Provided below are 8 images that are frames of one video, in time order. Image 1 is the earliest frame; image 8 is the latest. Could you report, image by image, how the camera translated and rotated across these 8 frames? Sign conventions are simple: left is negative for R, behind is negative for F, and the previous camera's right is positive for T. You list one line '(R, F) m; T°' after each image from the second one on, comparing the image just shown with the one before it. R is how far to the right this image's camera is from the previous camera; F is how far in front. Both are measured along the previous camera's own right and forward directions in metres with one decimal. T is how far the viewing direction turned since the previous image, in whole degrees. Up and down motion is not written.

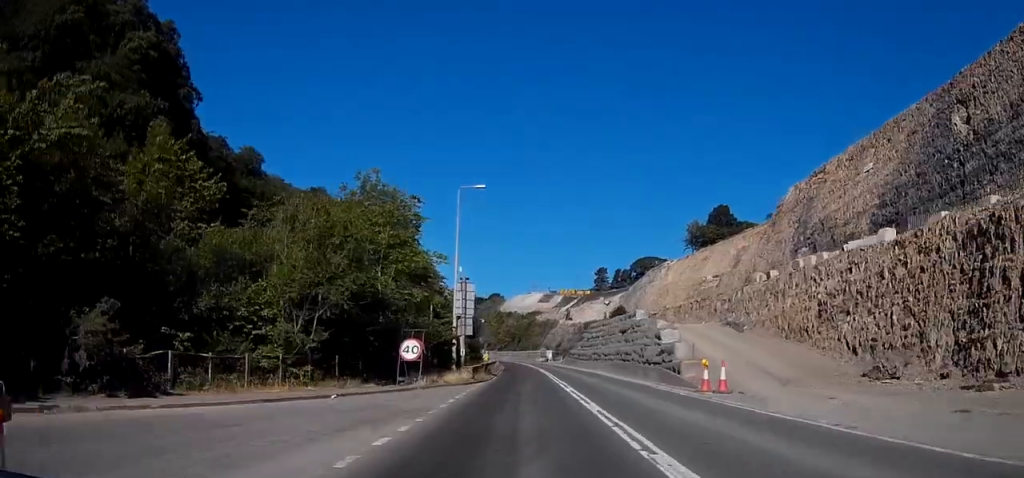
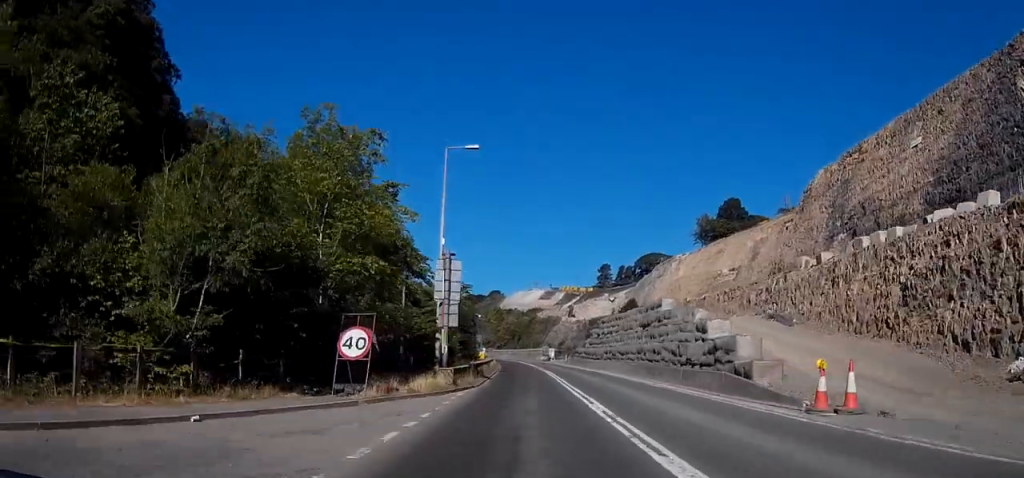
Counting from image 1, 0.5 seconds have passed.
(0.0, +9.2) m; 0°
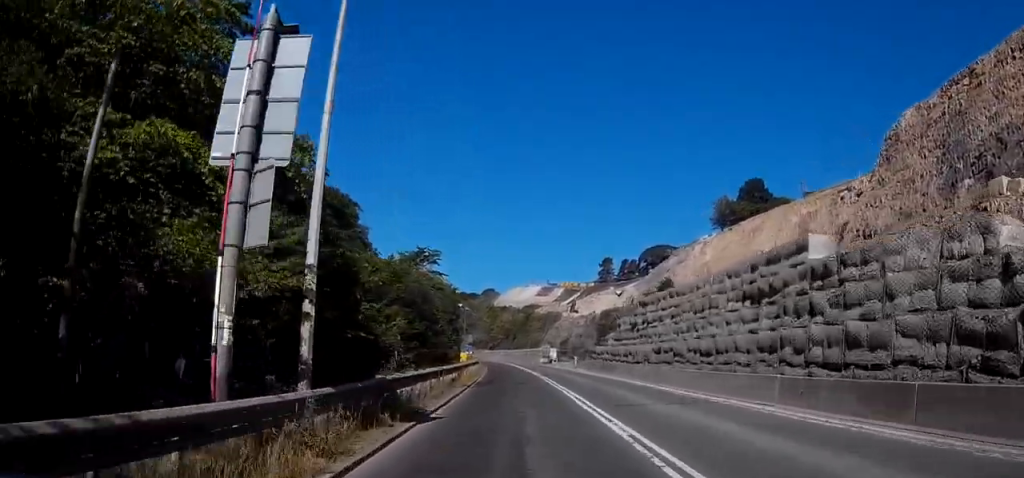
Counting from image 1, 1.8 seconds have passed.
(0.0, +22.5) m; -1°
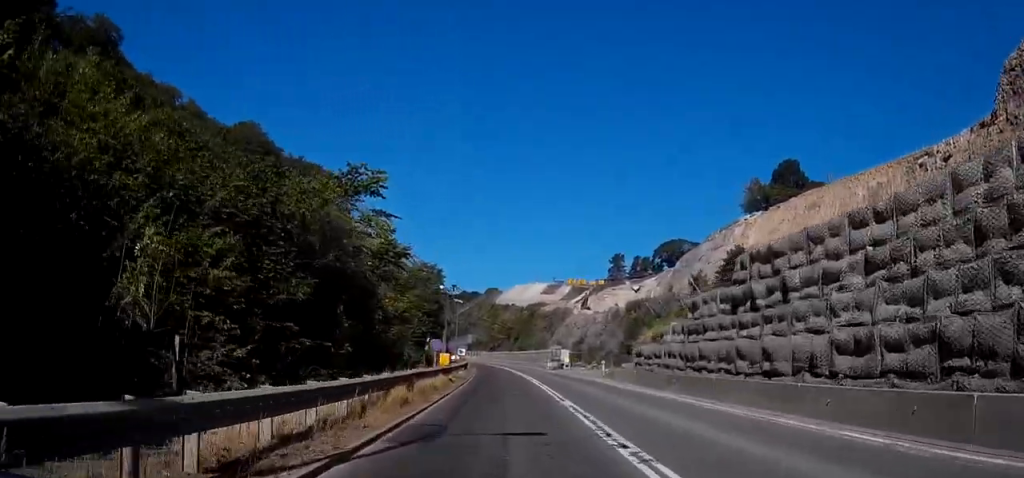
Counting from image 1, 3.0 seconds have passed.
(-0.1, +19.7) m; -1°
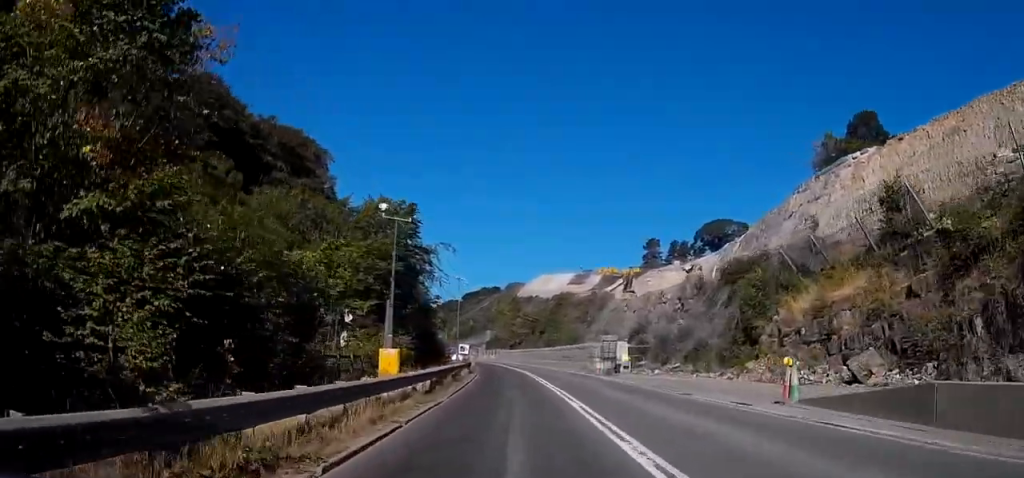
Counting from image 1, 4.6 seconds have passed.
(-0.3, +28.4) m; -1°
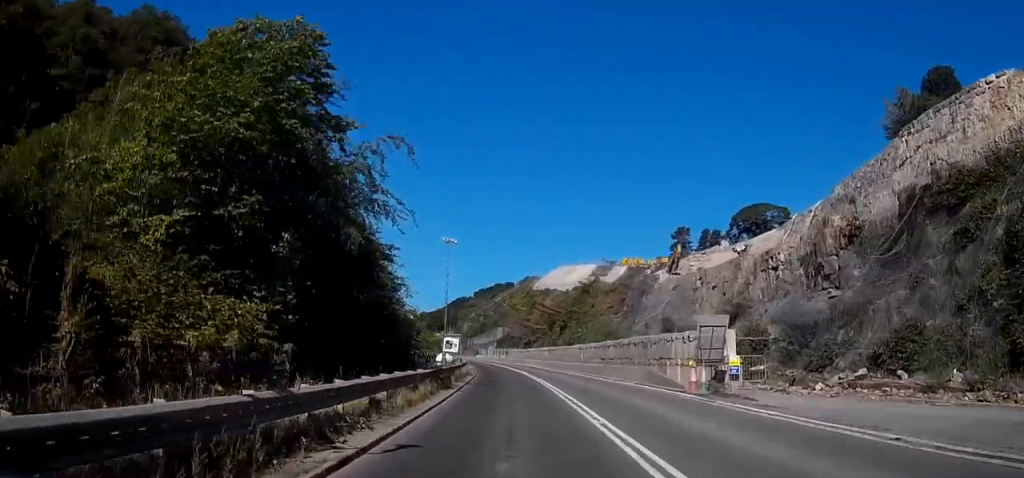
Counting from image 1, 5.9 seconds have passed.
(0.0, +22.2) m; -1°
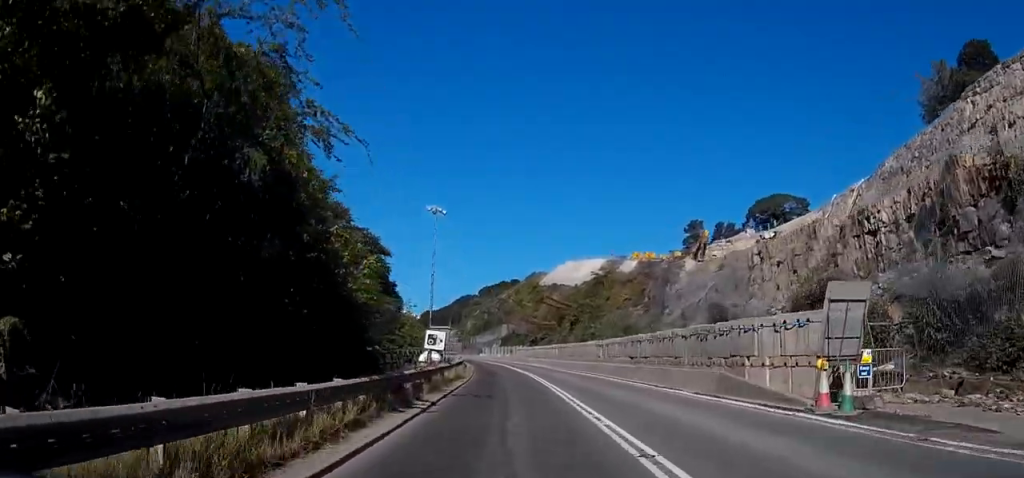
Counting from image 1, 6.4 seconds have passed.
(-0.1, +10.0) m; 0°
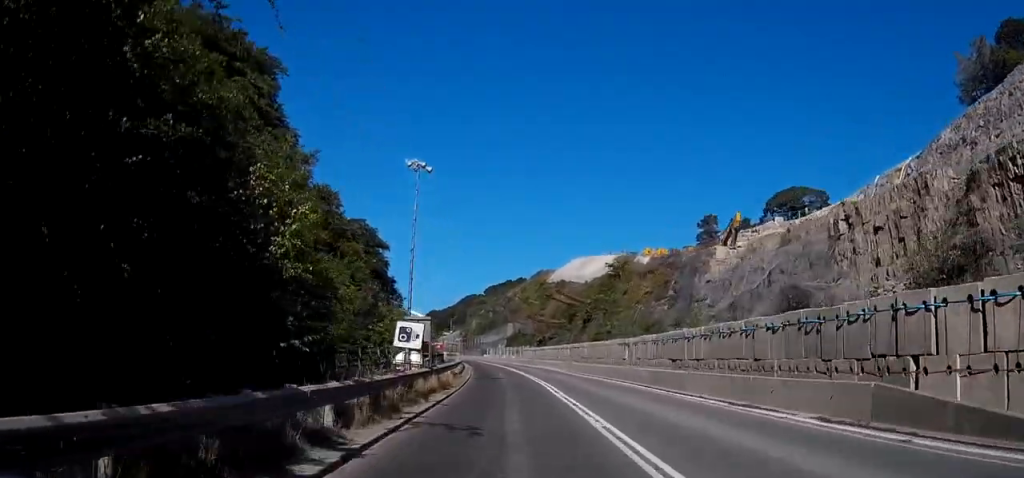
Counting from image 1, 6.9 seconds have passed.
(0.0, +8.6) m; 0°
